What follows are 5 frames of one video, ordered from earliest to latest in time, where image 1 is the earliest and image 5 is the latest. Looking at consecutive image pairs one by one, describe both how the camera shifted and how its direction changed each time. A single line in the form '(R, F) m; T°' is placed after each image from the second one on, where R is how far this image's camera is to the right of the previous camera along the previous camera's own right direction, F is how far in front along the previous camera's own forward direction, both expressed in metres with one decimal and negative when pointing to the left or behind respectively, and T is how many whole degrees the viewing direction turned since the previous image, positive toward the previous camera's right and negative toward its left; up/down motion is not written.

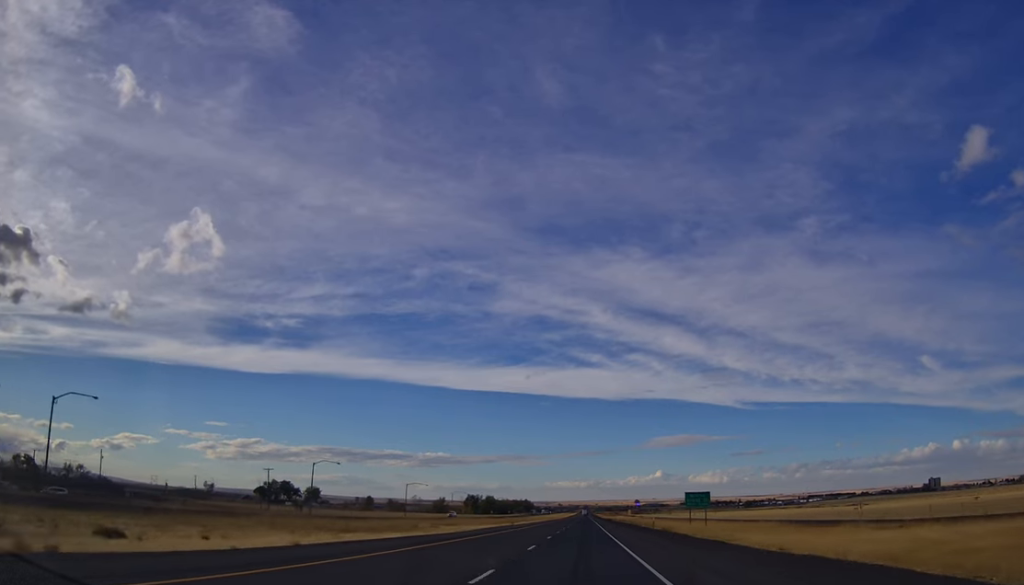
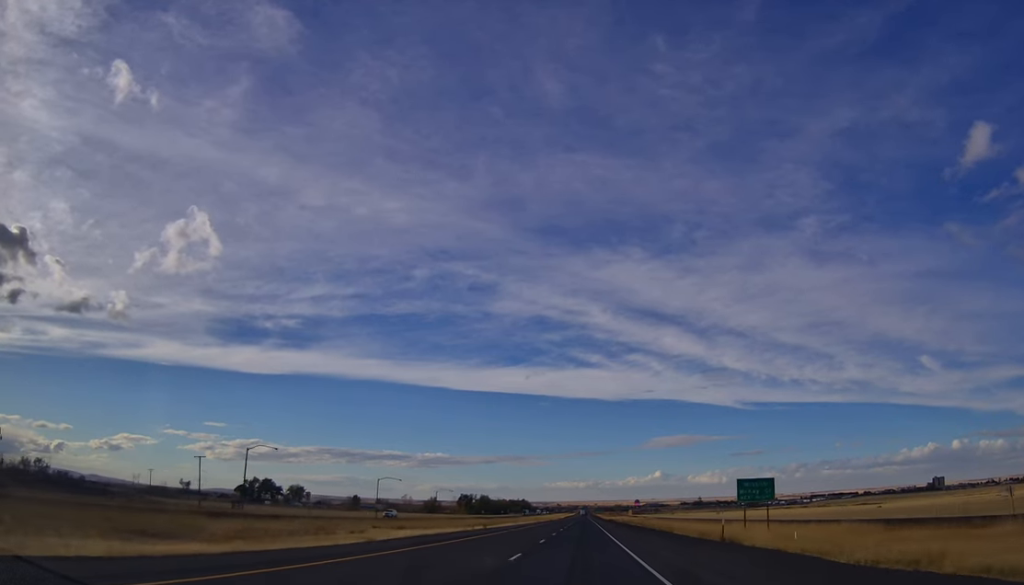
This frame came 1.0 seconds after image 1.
(-0.7, +30.2) m; +1°
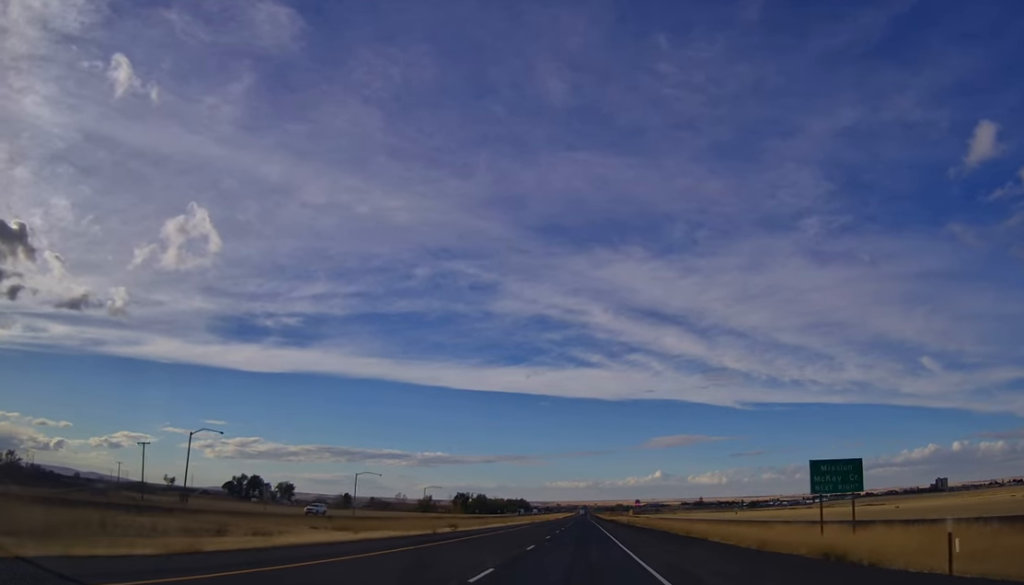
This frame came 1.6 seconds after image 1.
(+0.6, +18.8) m; +1°
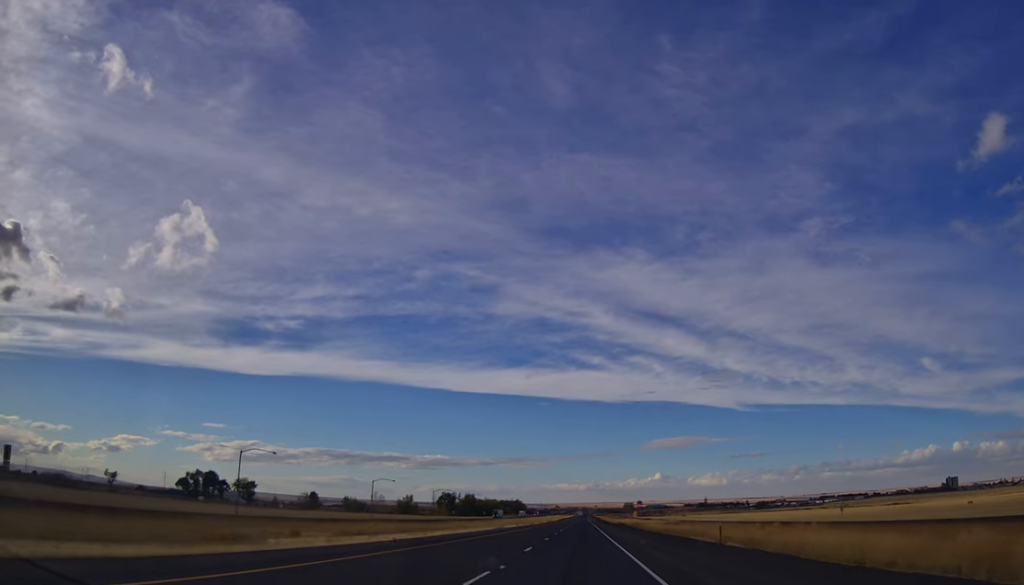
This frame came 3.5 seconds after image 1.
(-0.1, +61.8) m; 0°
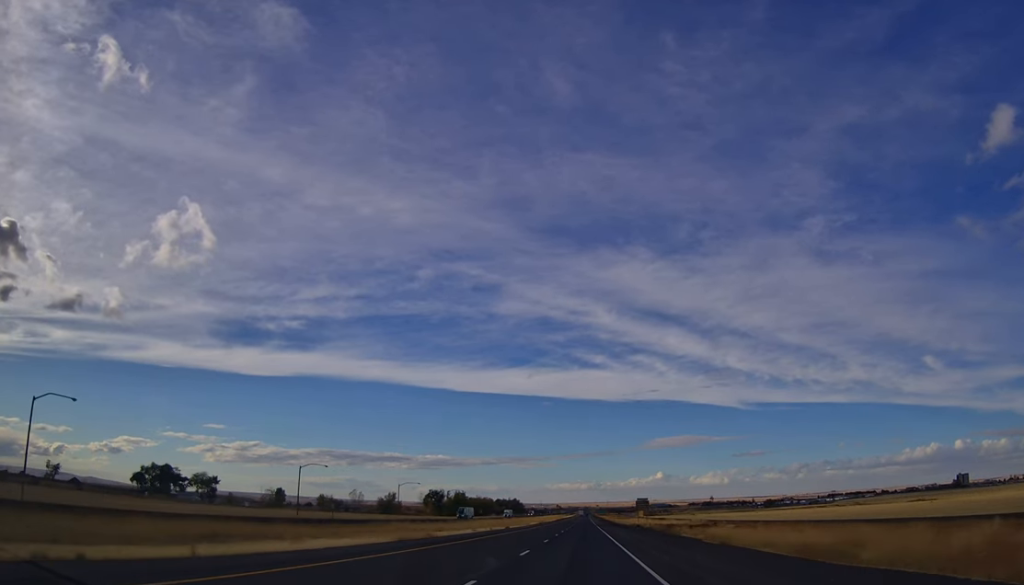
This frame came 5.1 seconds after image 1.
(+0.6, +50.3) m; +1°
